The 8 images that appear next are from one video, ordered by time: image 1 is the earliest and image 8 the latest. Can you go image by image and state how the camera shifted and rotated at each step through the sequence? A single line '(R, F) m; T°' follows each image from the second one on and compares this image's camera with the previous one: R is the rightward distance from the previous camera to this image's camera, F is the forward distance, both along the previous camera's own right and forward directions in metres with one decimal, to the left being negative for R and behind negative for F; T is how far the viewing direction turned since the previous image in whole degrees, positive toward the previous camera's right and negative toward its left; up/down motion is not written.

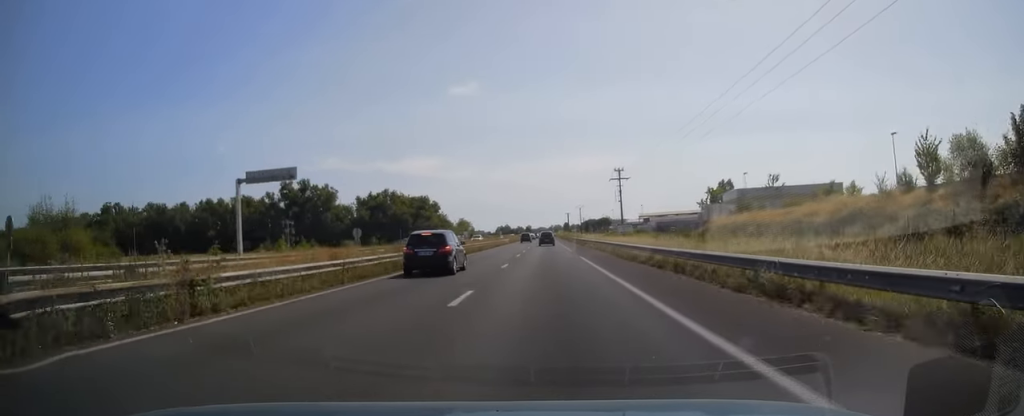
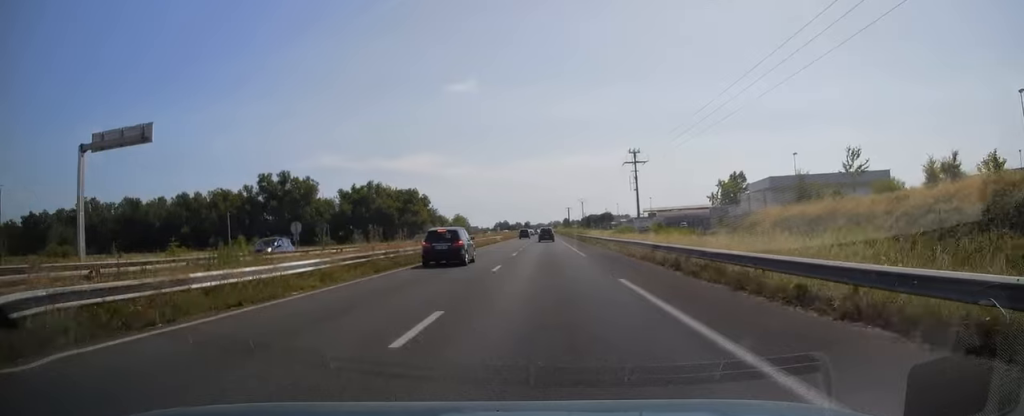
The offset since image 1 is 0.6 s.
(-0.1, +17.1) m; 0°
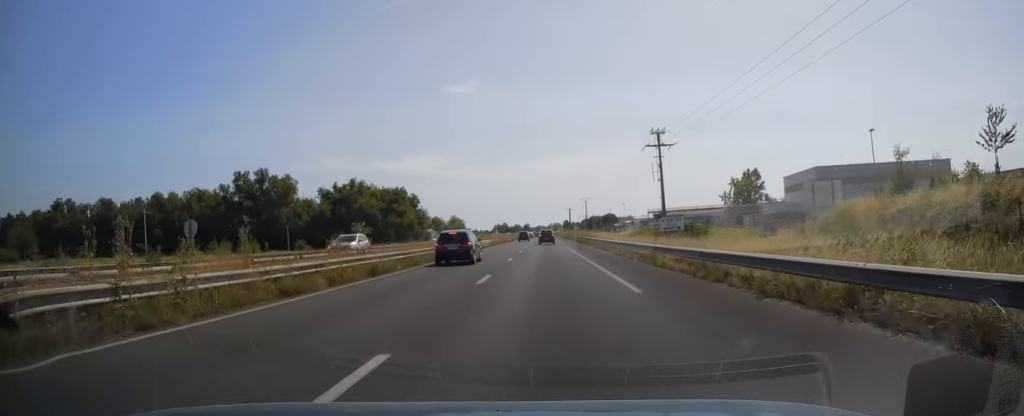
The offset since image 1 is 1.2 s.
(+0.1, +16.6) m; 0°
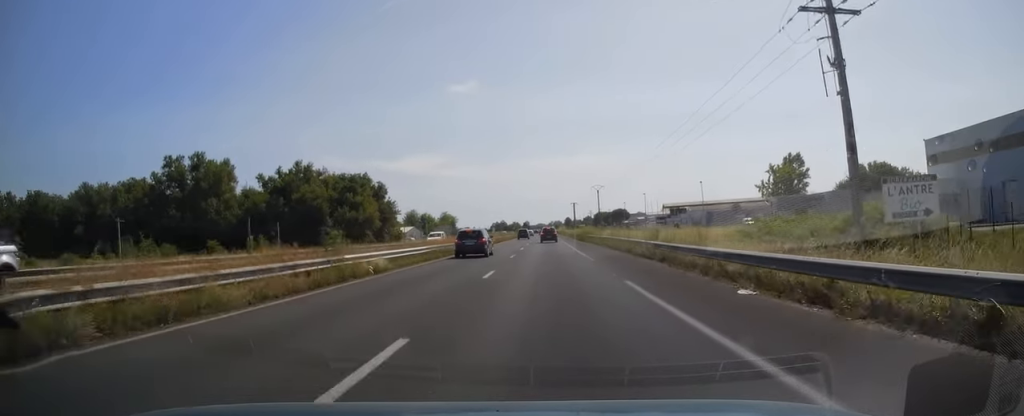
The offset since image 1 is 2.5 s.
(+0.1, +38.2) m; 0°
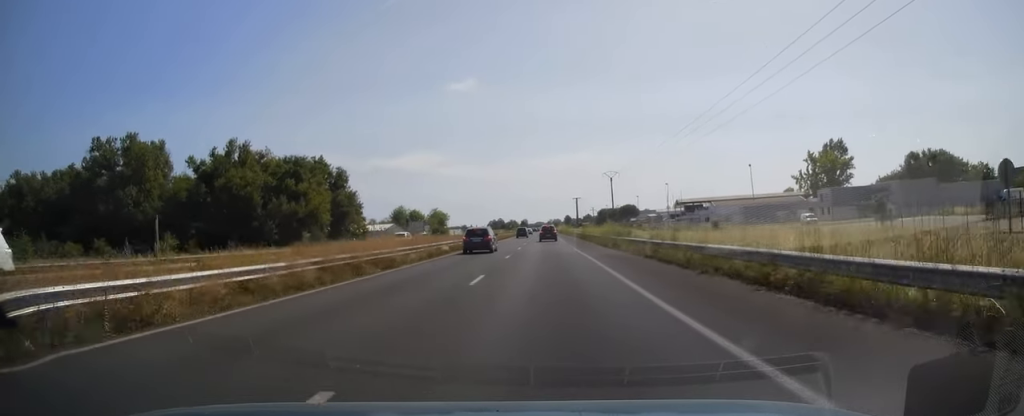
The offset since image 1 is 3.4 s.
(-0.2, +28.8) m; -1°
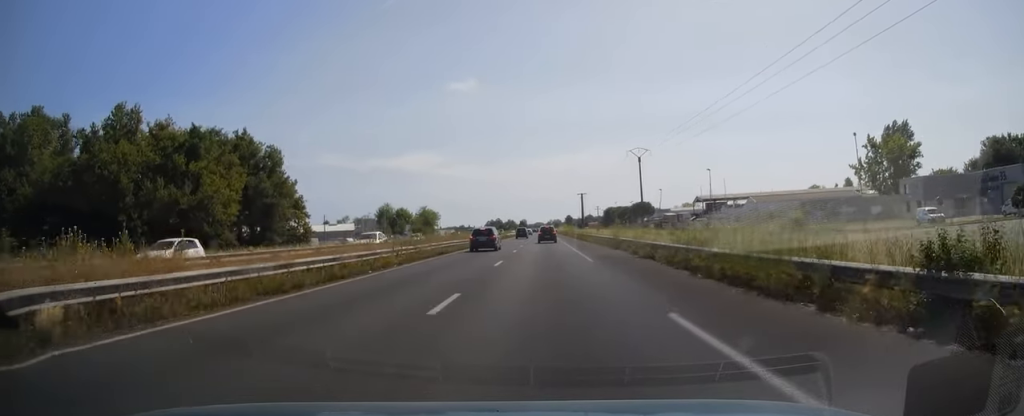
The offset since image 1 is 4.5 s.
(0.0, +31.5) m; +1°
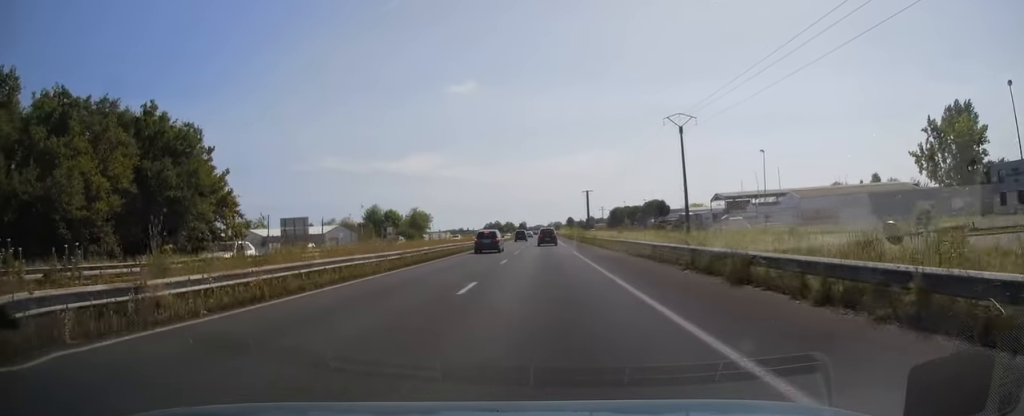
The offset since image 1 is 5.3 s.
(+0.2, +22.8) m; +1°
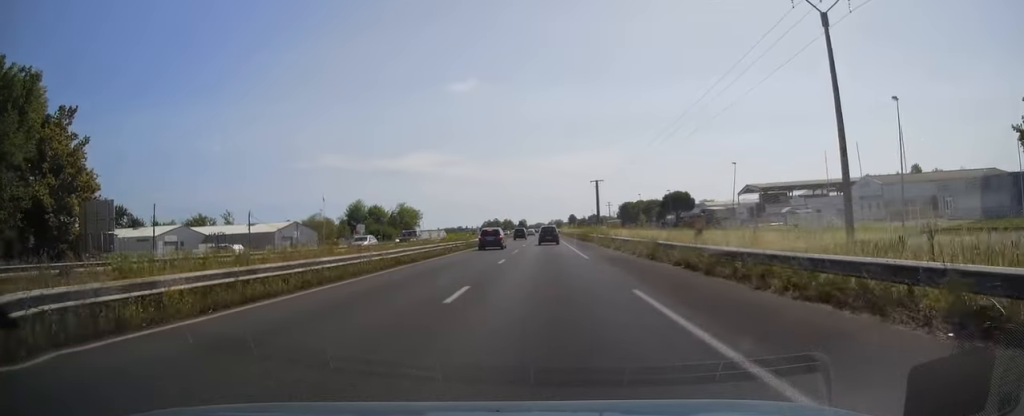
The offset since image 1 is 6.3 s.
(+0.2, +27.6) m; 0°
